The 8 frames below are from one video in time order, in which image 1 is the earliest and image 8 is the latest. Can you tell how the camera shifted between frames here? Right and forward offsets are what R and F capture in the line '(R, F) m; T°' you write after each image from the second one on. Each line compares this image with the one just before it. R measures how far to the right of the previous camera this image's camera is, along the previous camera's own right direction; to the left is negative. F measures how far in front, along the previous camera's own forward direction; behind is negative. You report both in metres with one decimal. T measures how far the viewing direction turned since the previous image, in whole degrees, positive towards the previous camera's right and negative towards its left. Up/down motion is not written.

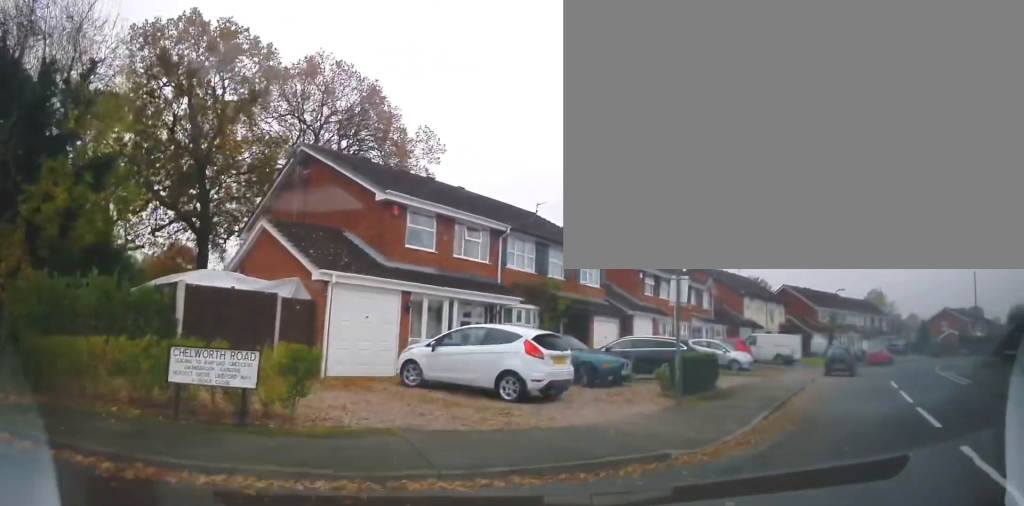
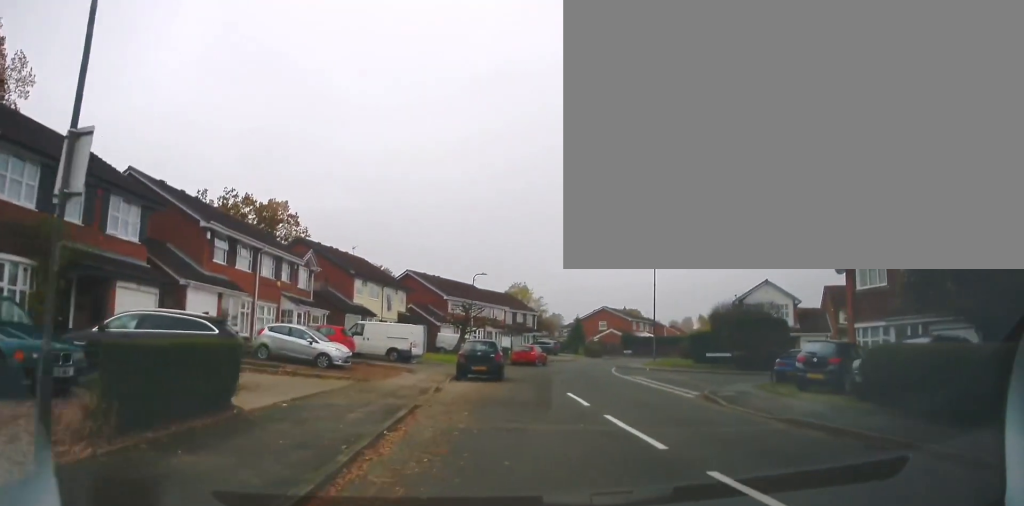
(+3.0, +7.0) m; +34°
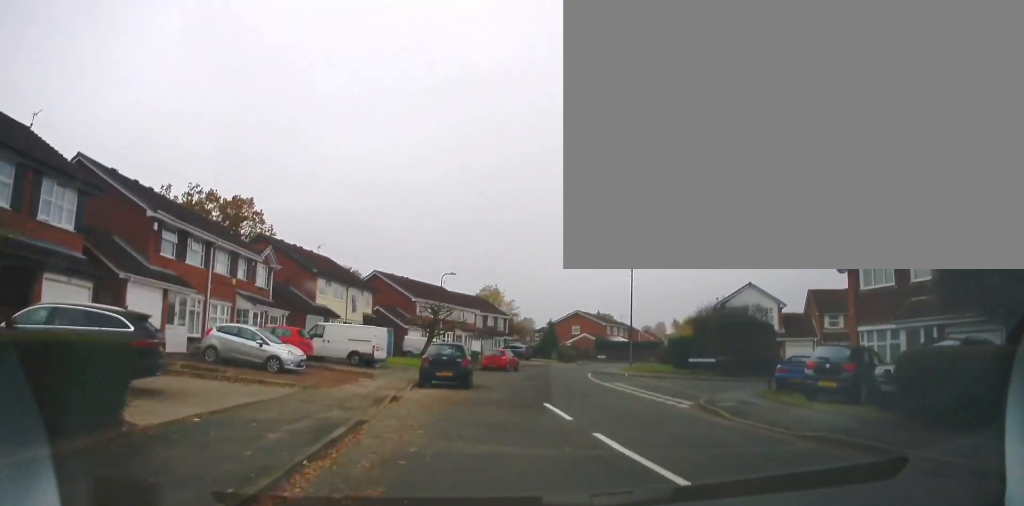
(0.0, +2.2) m; +3°
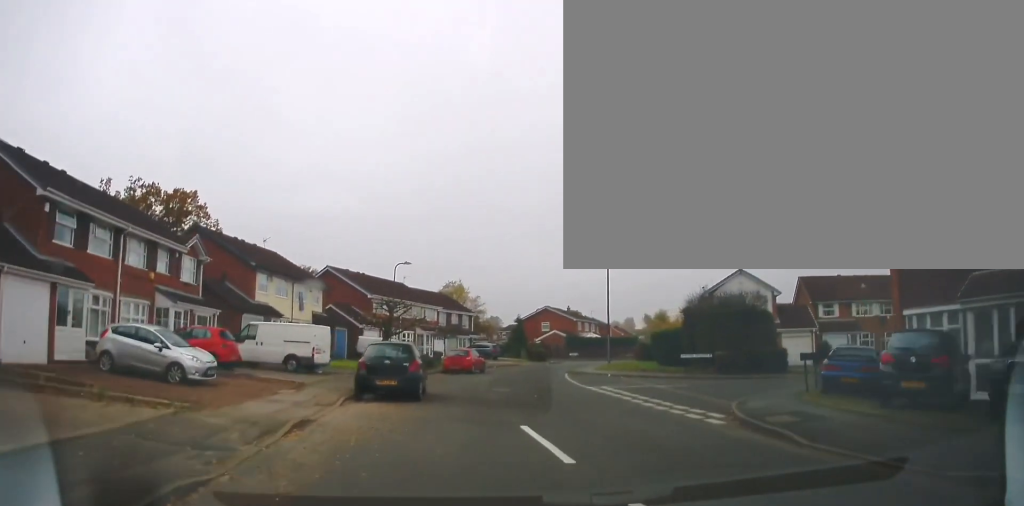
(+0.3, +4.3) m; +2°
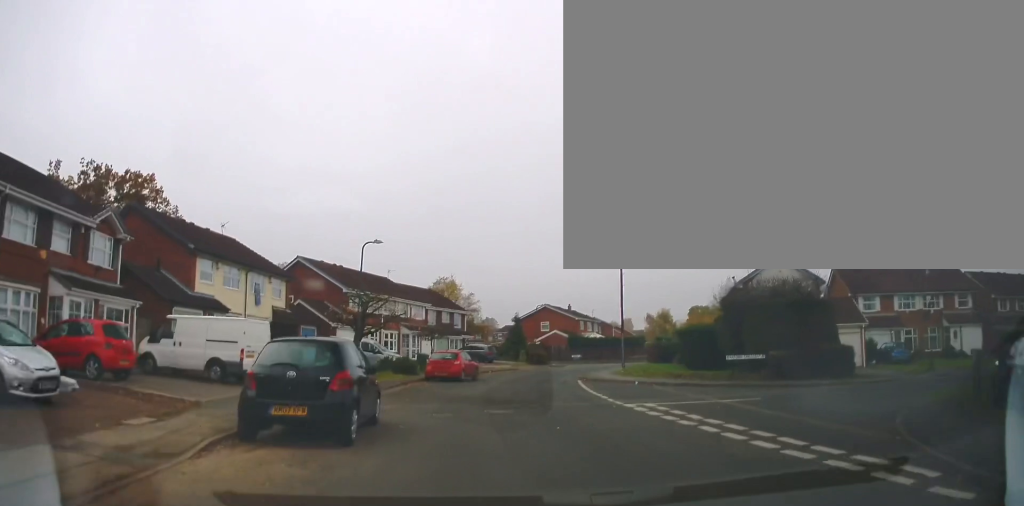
(-0.2, +6.6) m; +1°
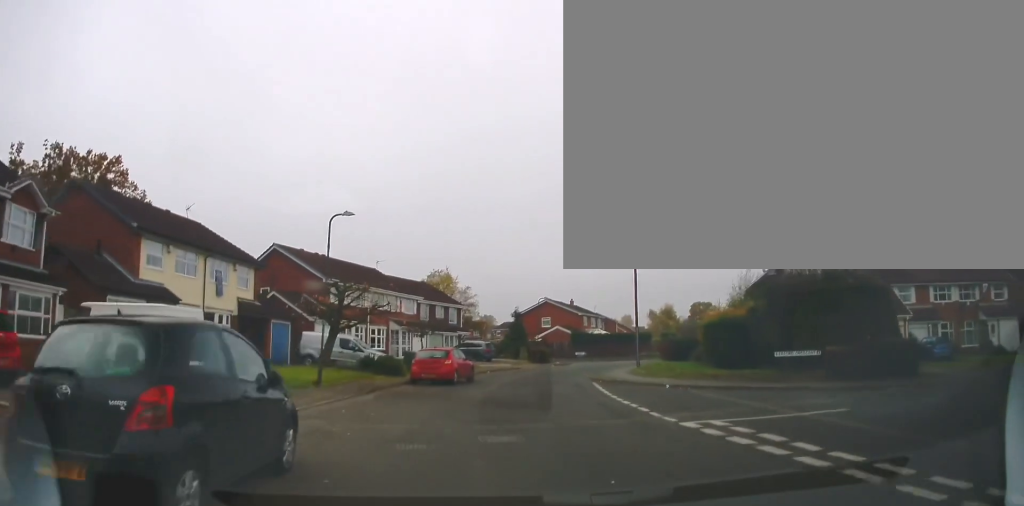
(+0.2, +4.4) m; 0°
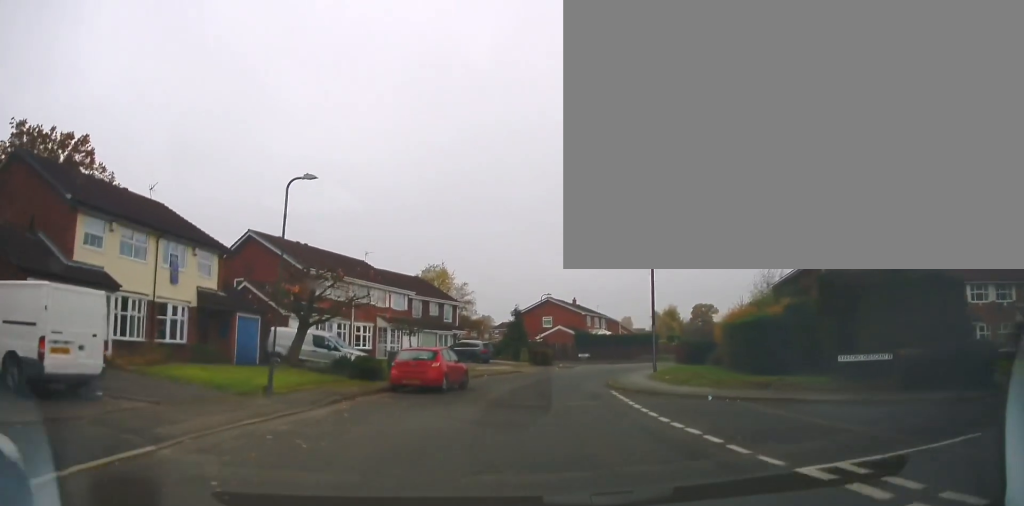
(+0.1, +4.0) m; 0°
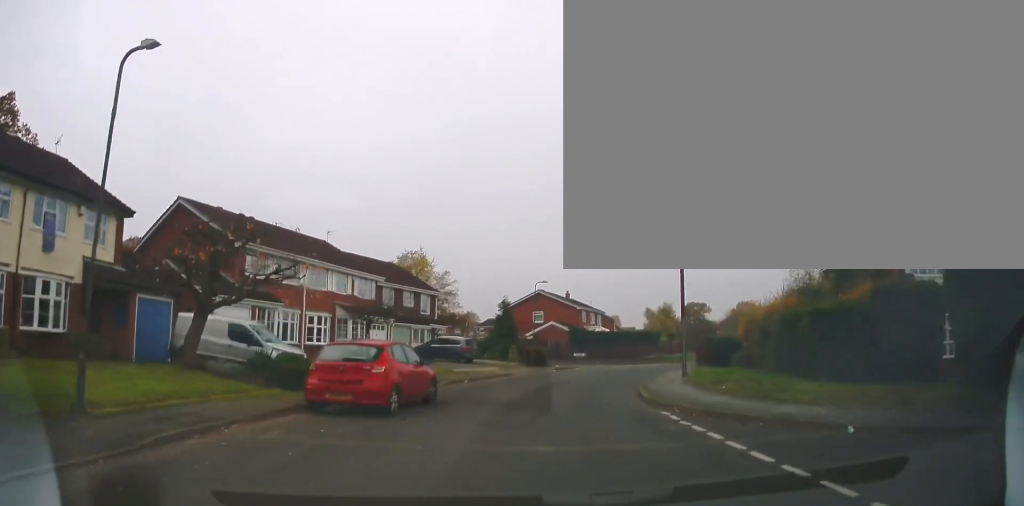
(-0.2, +7.3) m; +2°
